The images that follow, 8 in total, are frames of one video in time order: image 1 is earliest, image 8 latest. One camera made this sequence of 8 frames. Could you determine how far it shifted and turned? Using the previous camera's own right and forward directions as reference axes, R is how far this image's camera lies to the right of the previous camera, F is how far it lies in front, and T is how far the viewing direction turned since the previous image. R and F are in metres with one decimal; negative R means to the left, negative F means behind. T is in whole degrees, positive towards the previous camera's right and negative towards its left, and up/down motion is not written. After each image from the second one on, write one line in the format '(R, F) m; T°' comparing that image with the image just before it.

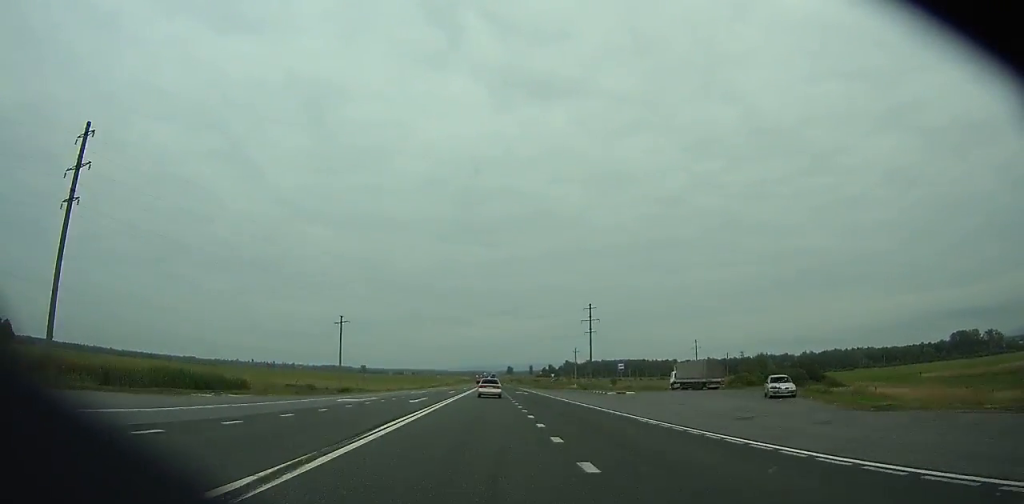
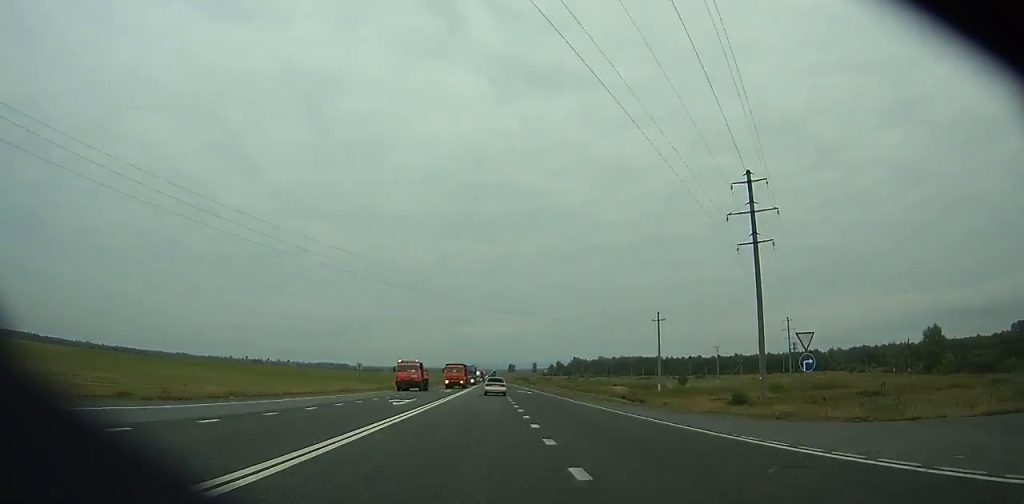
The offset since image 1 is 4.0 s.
(-0.4, +97.1) m; 0°
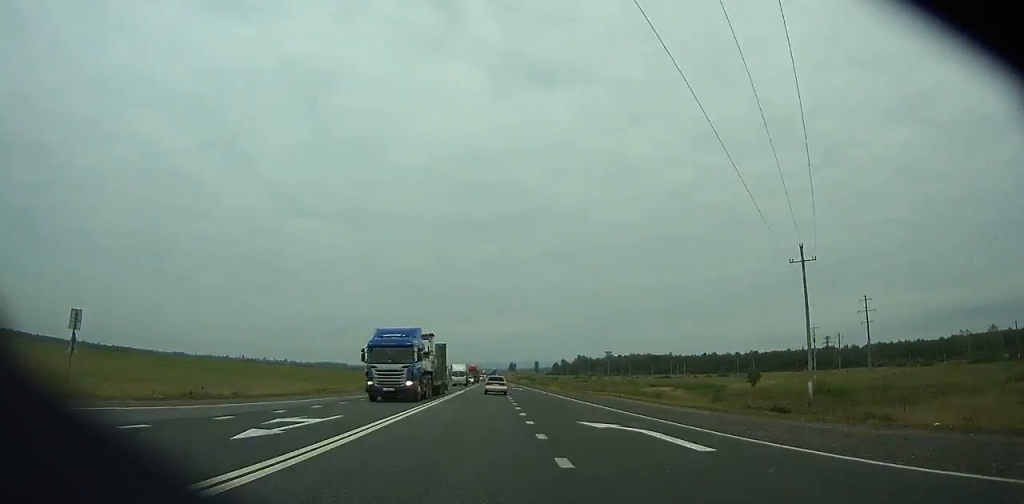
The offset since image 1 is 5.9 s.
(0.0, +46.3) m; 0°
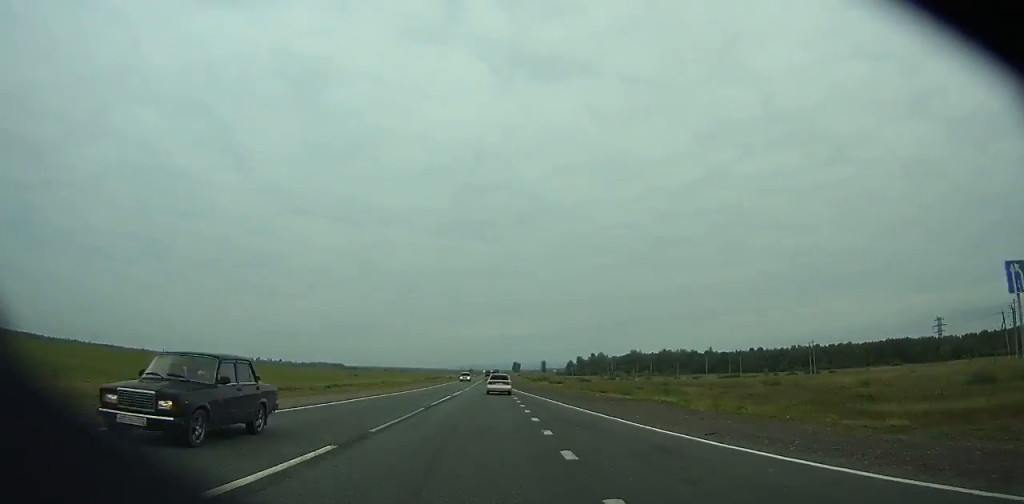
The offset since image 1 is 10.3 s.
(0.0, +107.9) m; 0°
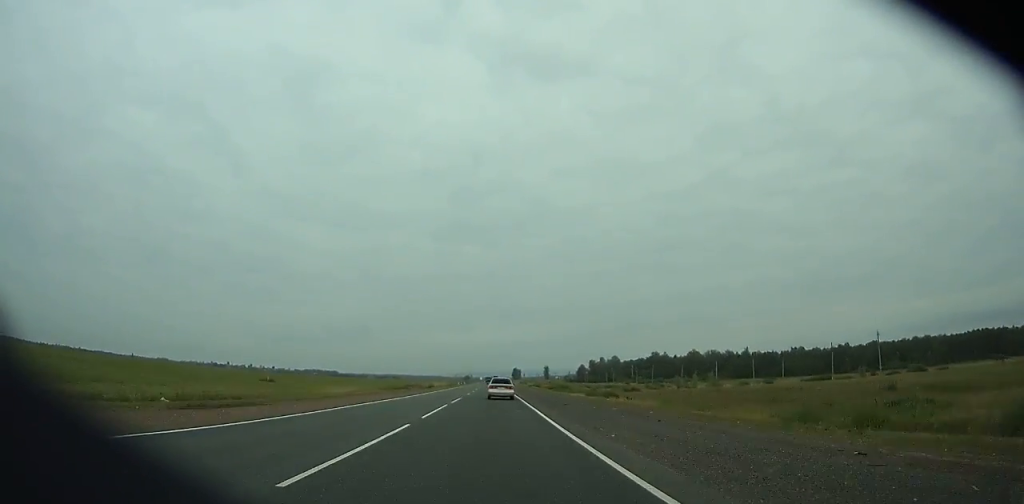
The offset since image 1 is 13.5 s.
(0.0, +78.9) m; 0°
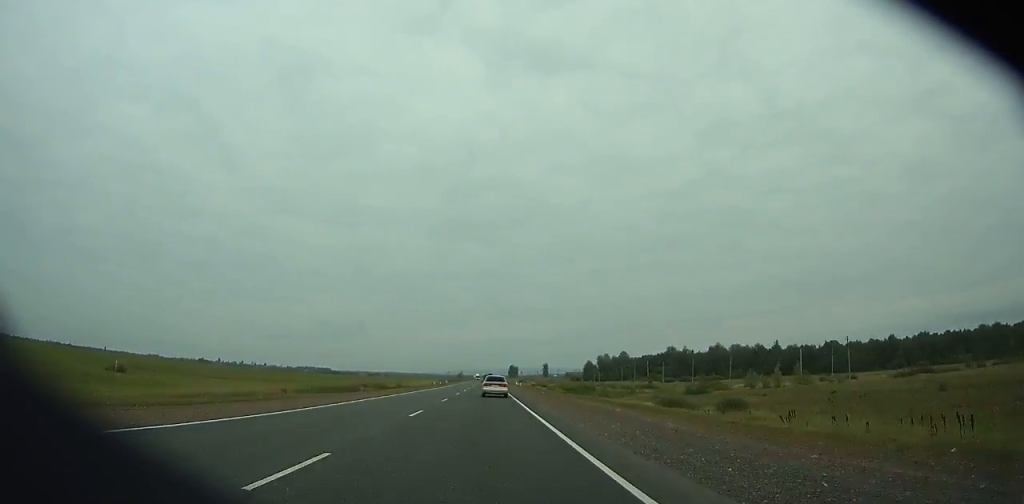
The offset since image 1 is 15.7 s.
(+0.1, +54.2) m; 0°
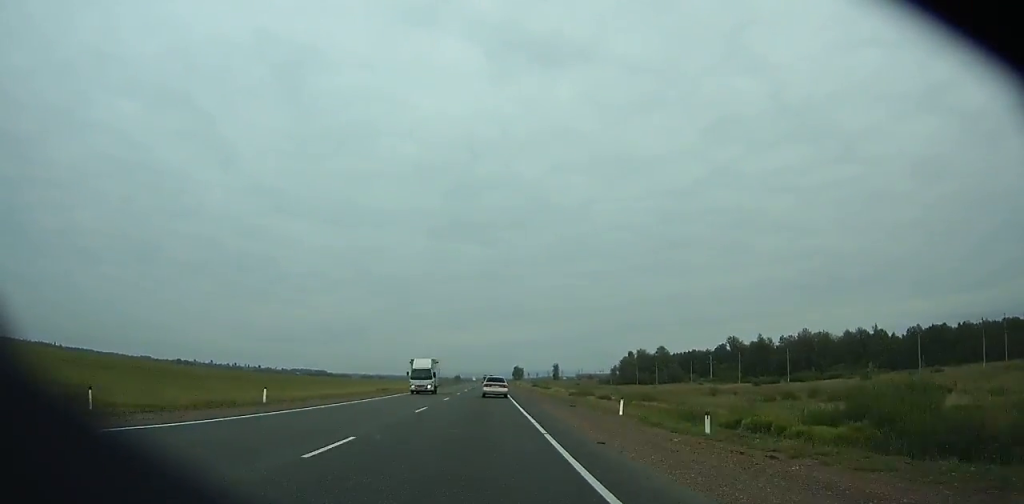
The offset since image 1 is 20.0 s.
(+0.4, +106.3) m; 0°
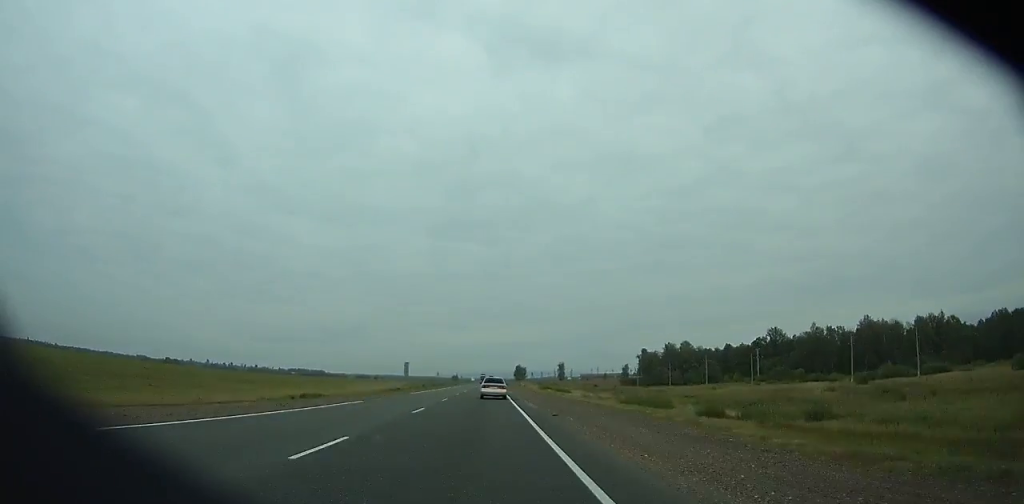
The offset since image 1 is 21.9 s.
(0.0, +47.1) m; 0°
